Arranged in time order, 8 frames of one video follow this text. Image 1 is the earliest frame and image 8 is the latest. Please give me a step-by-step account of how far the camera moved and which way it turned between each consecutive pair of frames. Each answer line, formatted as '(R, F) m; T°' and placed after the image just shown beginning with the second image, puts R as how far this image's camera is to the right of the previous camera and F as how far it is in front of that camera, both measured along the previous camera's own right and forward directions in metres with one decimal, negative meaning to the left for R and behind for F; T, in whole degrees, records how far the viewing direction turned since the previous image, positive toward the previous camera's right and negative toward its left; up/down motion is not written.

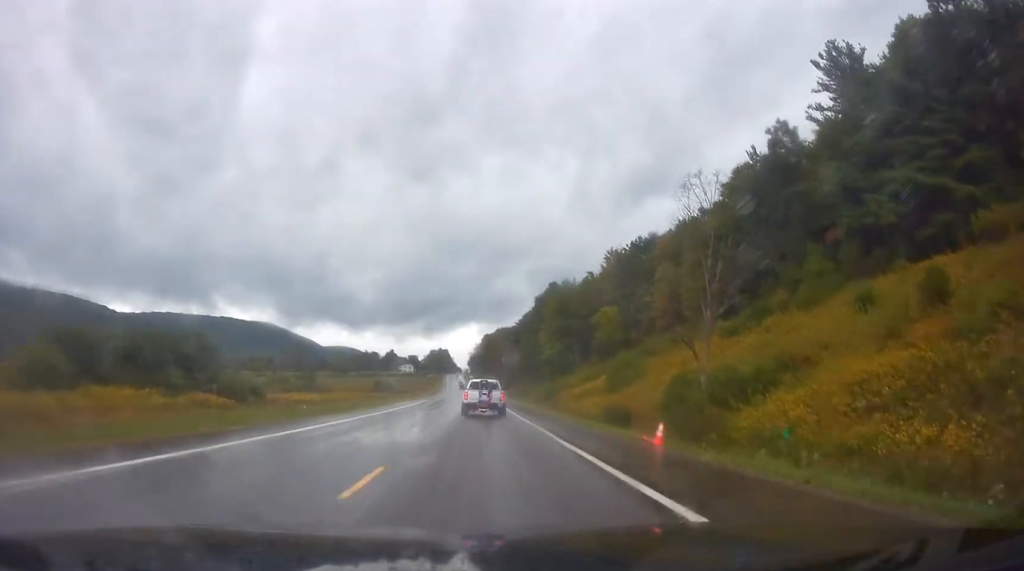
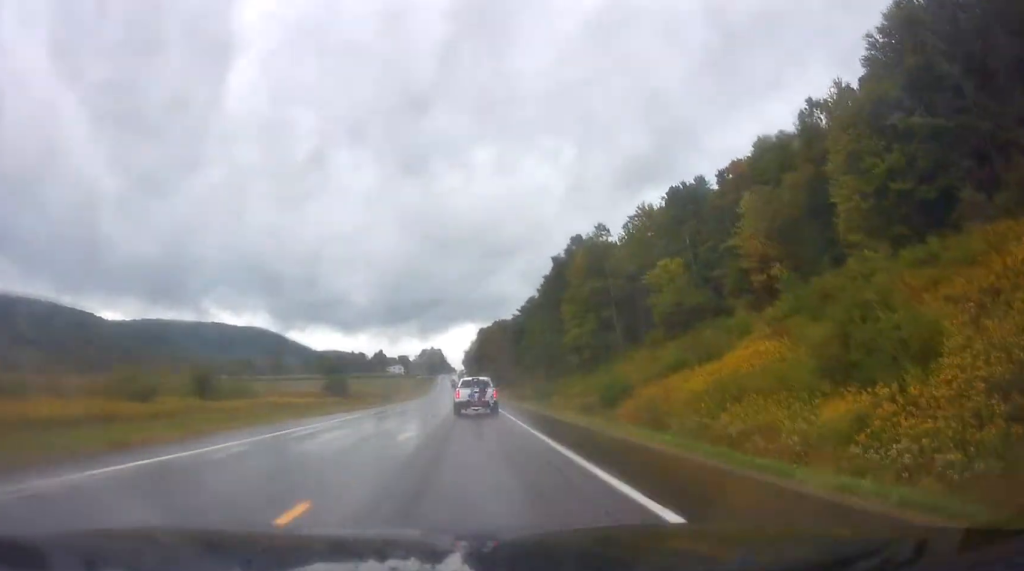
(-0.1, +37.1) m; +1°
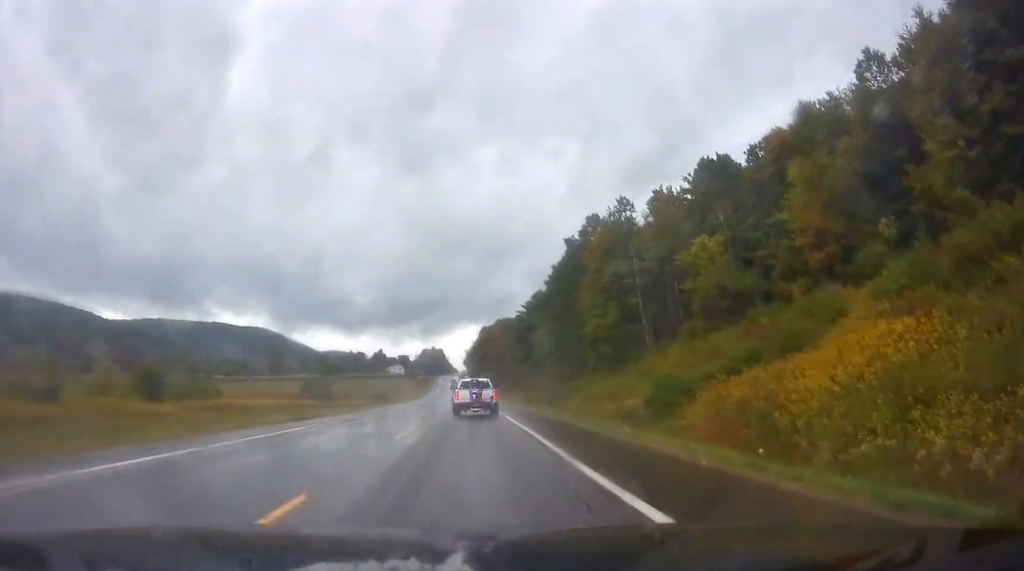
(+0.1, +11.0) m; 0°
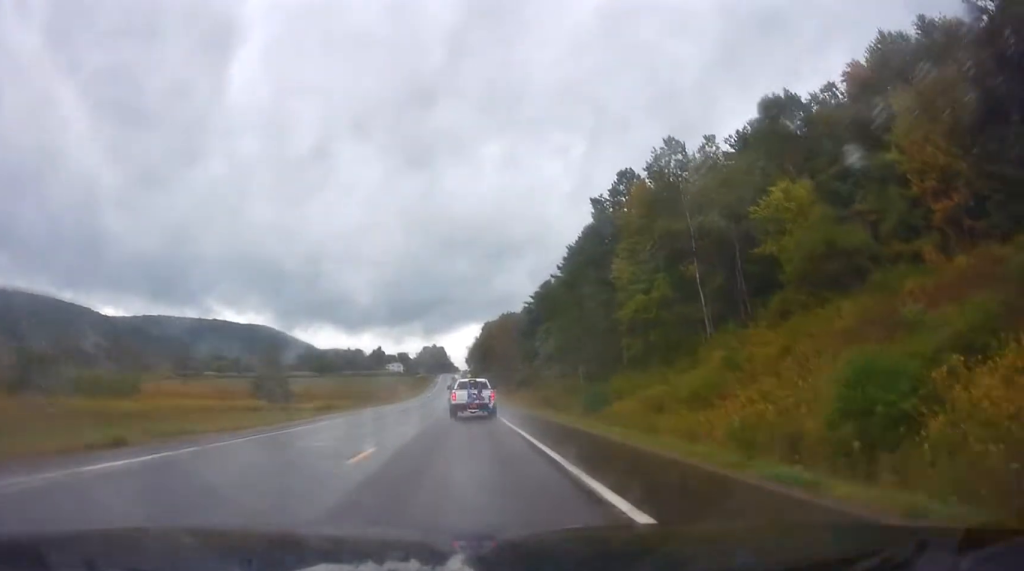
(+0.2, +16.6) m; 0°
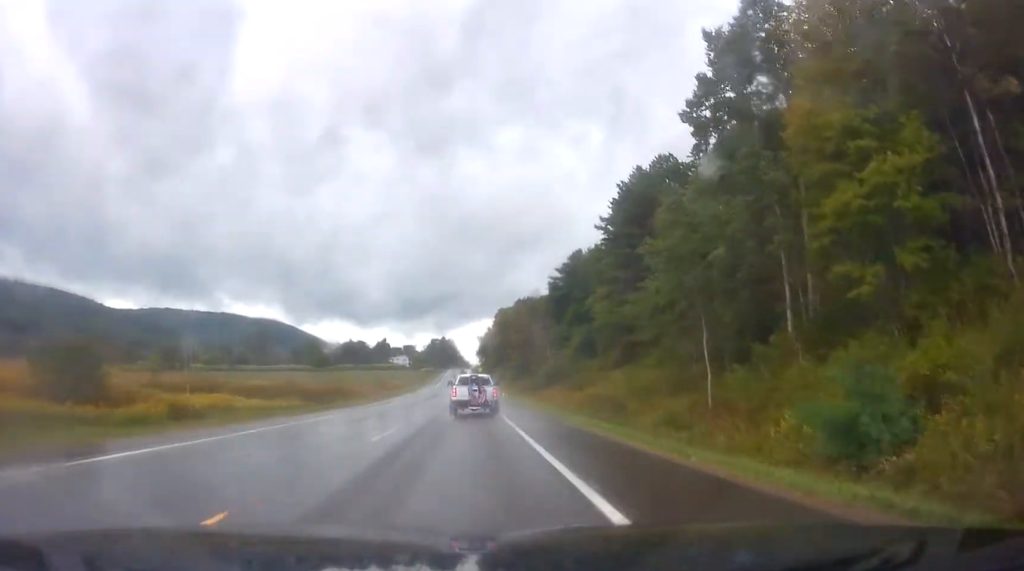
(-0.3, +31.2) m; -1°
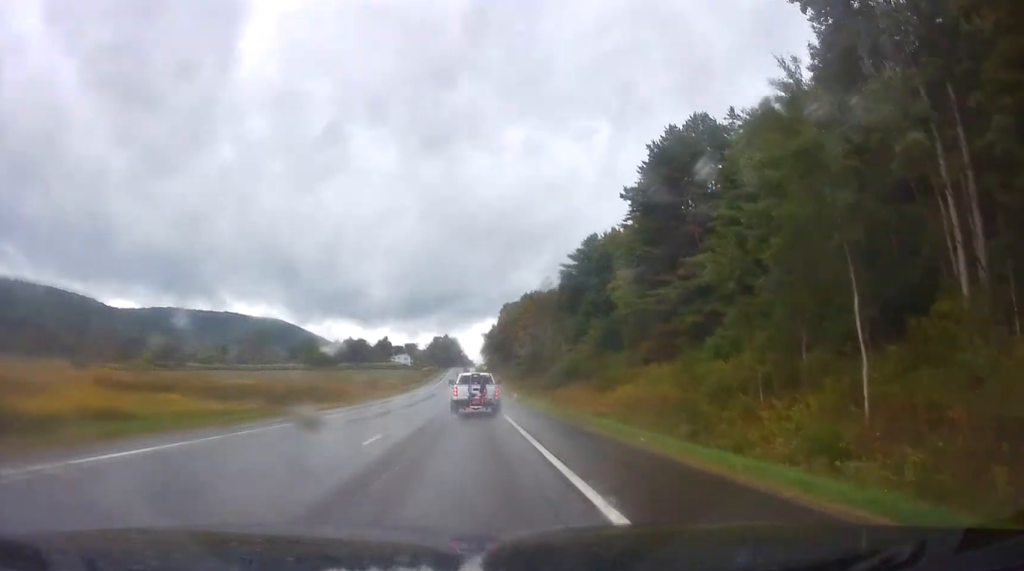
(0.0, +12.8) m; -1°
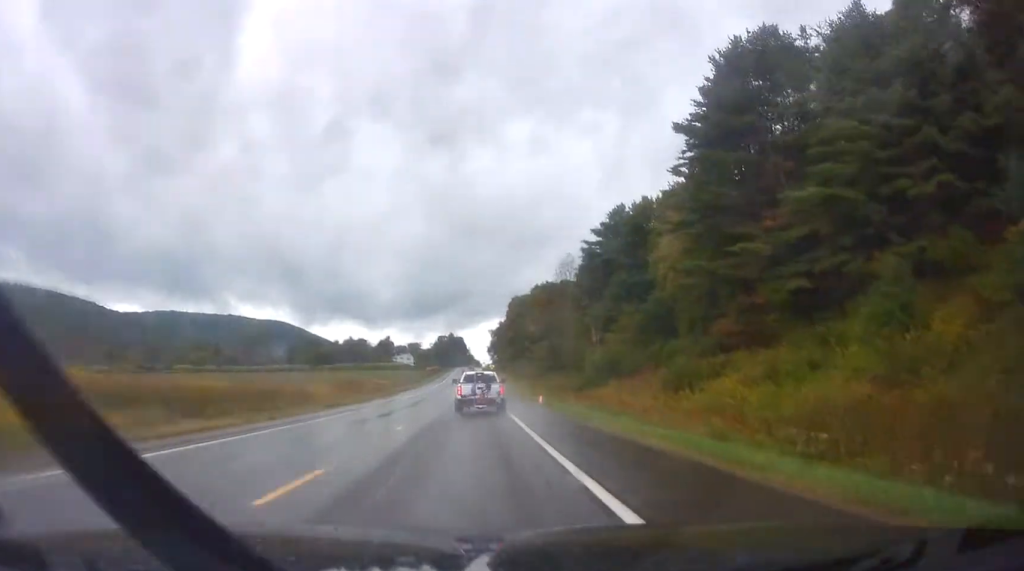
(-0.3, +19.1) m; -1°
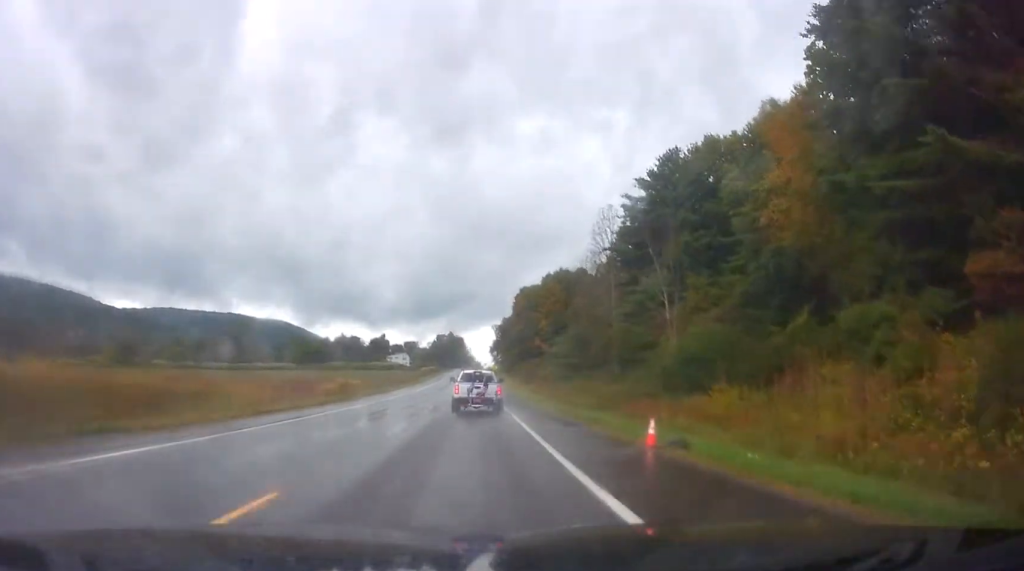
(0.0, +27.4) m; 0°
